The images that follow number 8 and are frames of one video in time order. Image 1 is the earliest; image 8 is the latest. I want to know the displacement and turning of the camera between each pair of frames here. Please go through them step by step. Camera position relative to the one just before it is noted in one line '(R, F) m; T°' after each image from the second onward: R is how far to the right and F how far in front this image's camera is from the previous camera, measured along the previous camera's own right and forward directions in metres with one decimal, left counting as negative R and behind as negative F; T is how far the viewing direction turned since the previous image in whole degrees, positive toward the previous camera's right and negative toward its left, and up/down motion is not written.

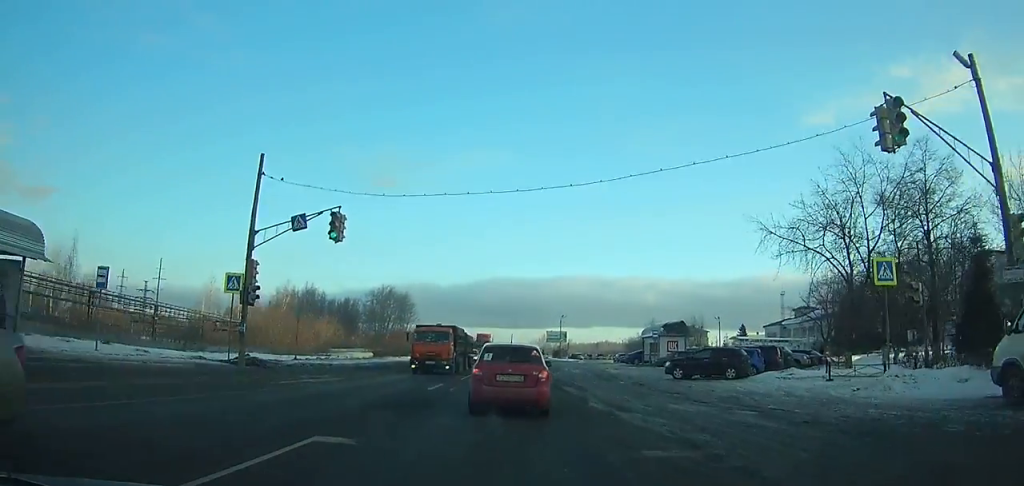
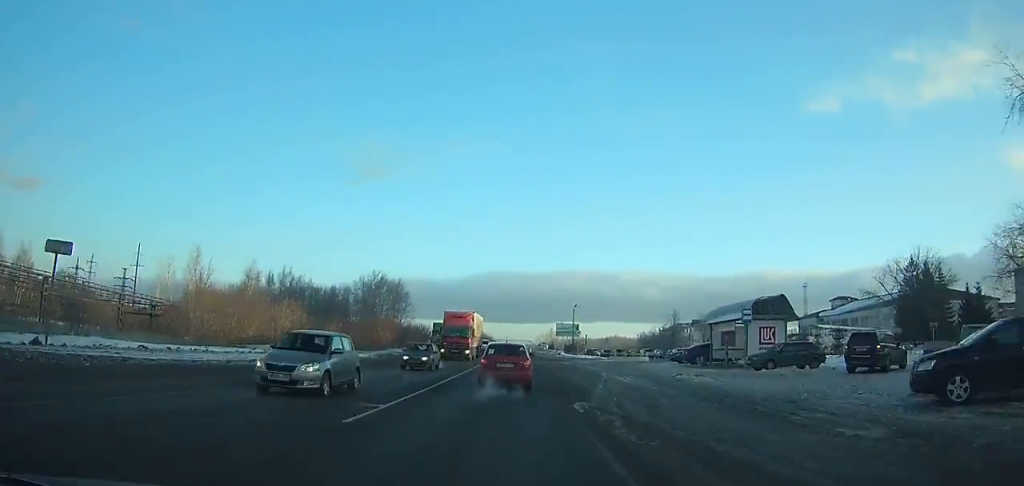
(-0.3, +22.0) m; -1°
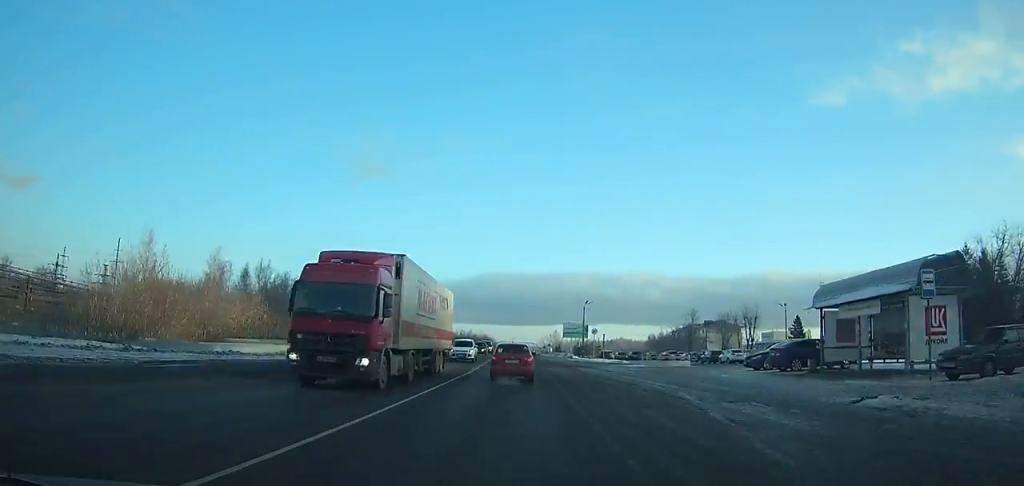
(-0.1, +14.7) m; 0°
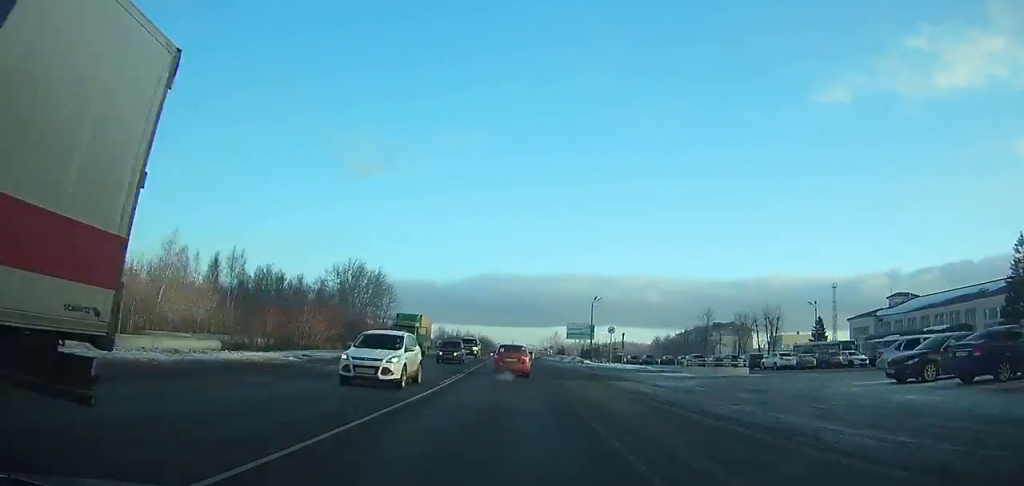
(-0.1, +14.3) m; 0°
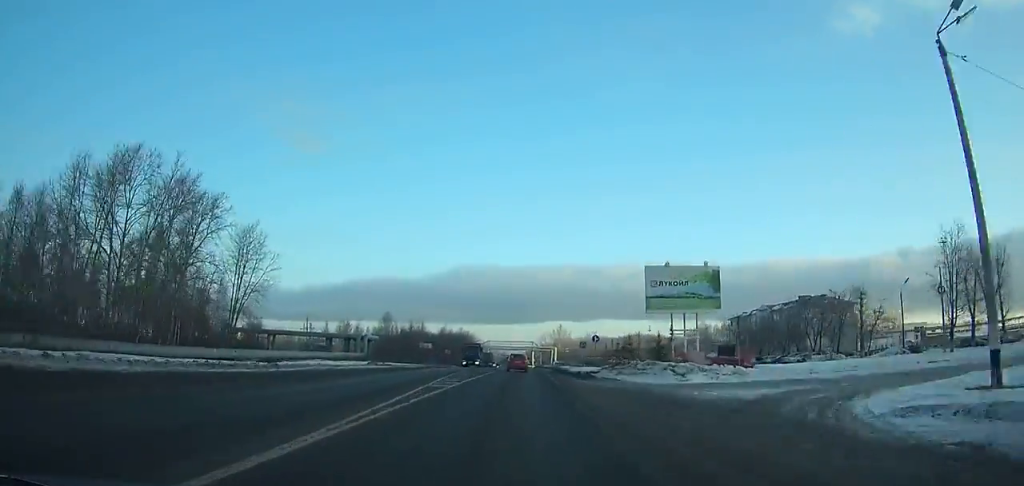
(+0.4, +88.9) m; 0°
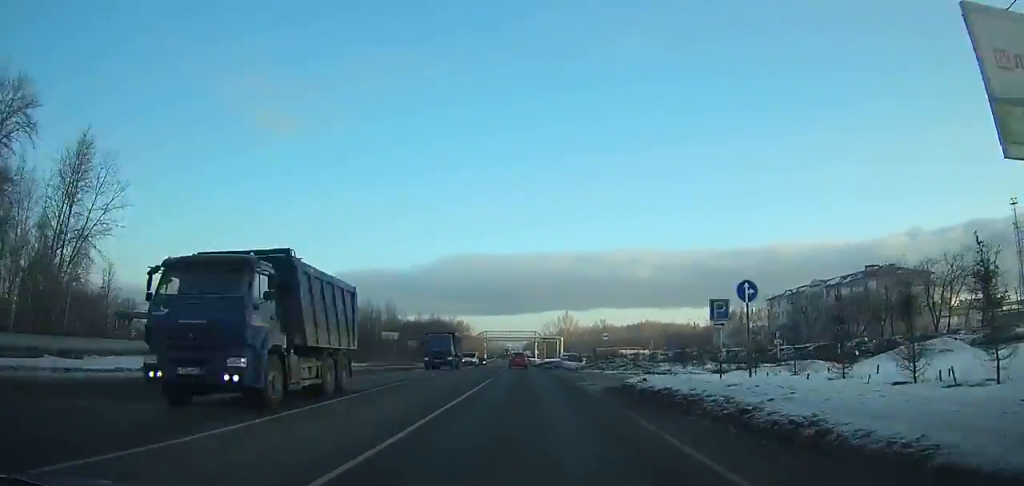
(-0.1, +37.7) m; 0°
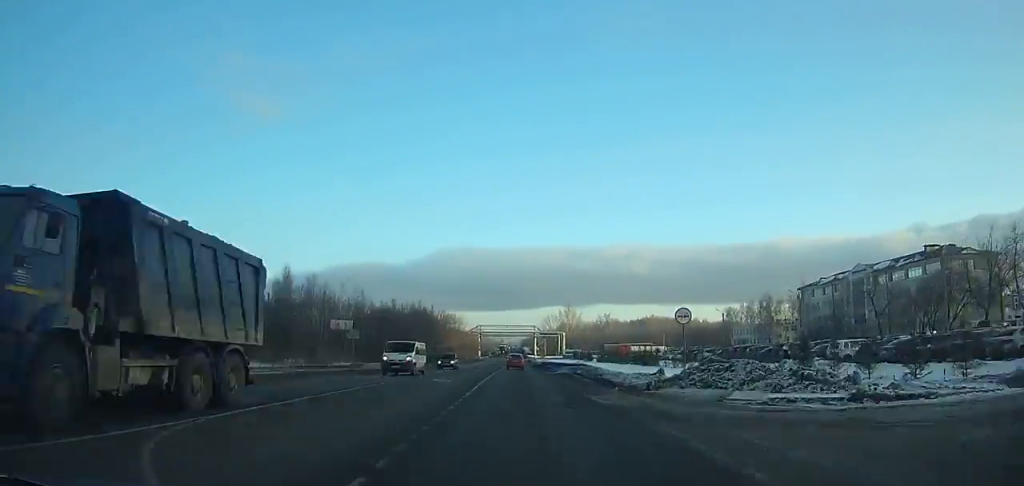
(0.0, +24.5) m; 0°
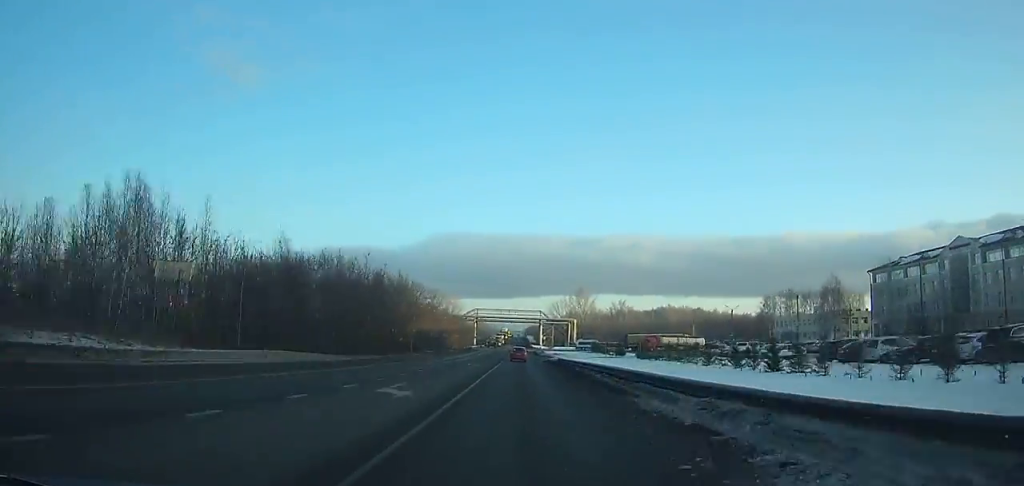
(0.0, +35.4) m; 0°
